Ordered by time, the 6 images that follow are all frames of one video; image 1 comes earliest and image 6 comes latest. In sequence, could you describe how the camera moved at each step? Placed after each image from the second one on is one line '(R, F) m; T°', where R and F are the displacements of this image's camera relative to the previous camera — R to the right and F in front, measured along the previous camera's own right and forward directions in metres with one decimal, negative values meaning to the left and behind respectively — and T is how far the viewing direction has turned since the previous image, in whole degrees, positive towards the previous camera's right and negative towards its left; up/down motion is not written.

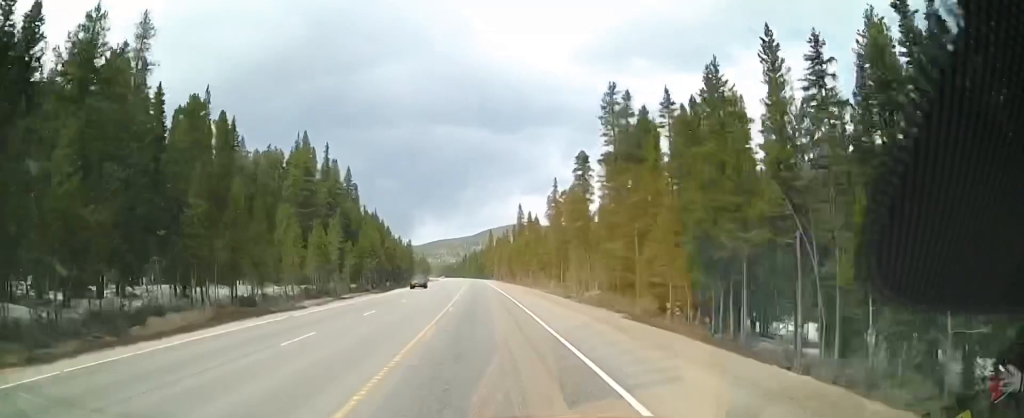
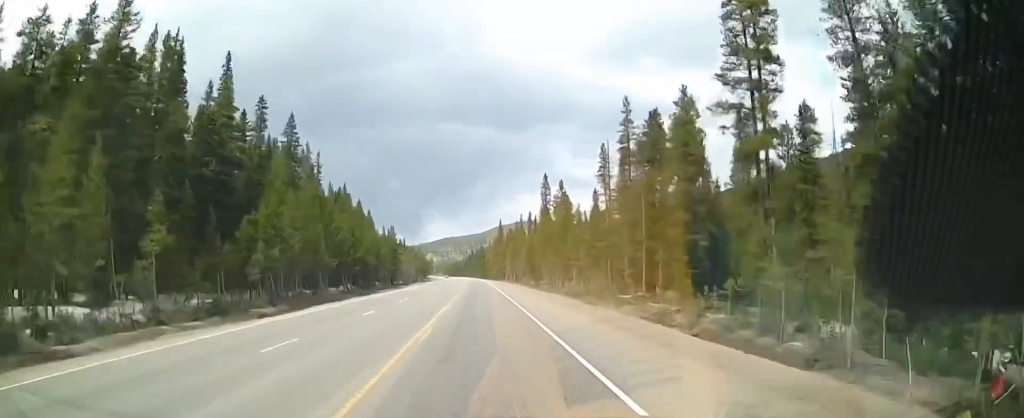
(-0.9, +48.9) m; -3°
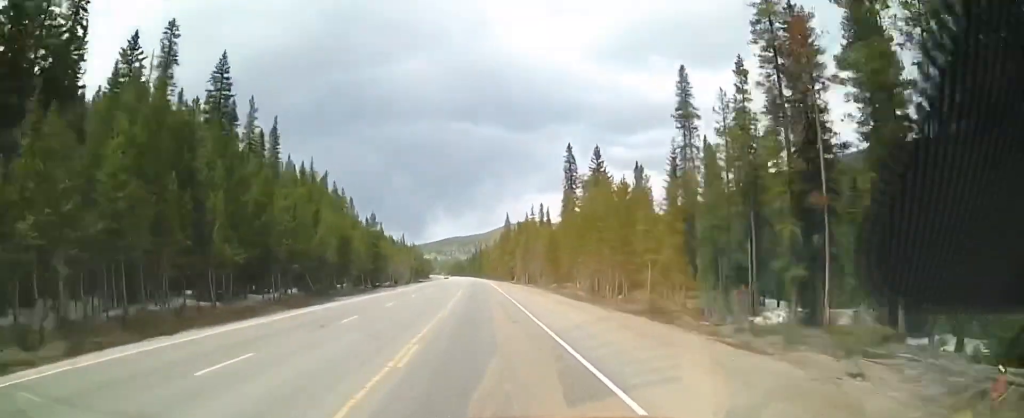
(-0.3, +28.9) m; 0°
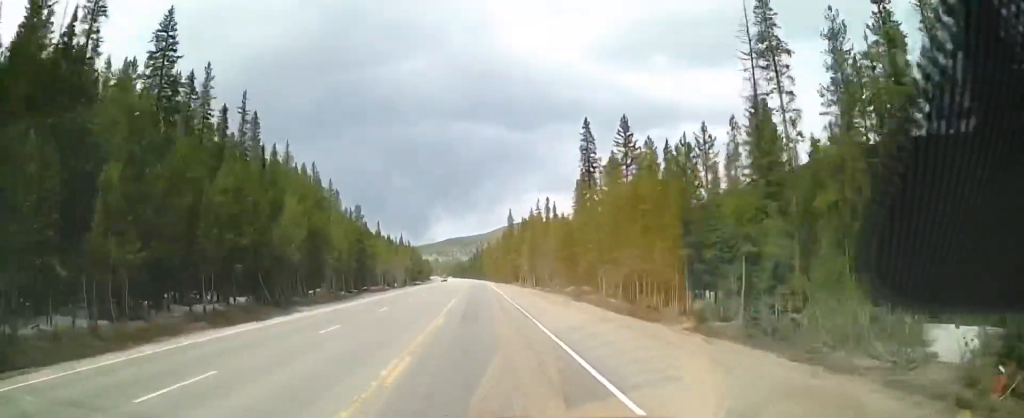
(+0.2, +13.8) m; 0°
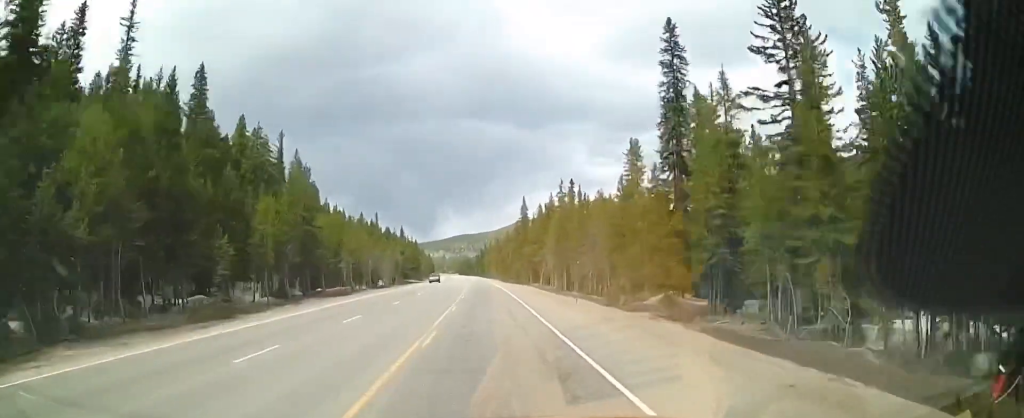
(-0.2, +31.8) m; -1°
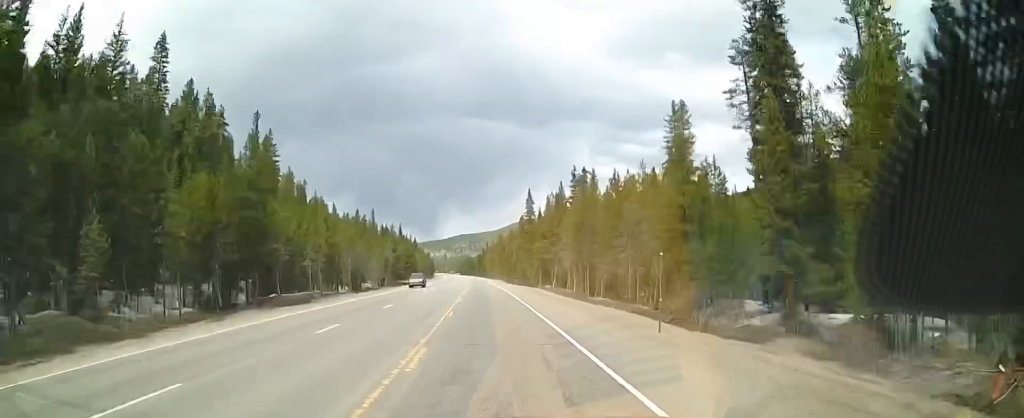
(-0.1, +15.4) m; 0°
